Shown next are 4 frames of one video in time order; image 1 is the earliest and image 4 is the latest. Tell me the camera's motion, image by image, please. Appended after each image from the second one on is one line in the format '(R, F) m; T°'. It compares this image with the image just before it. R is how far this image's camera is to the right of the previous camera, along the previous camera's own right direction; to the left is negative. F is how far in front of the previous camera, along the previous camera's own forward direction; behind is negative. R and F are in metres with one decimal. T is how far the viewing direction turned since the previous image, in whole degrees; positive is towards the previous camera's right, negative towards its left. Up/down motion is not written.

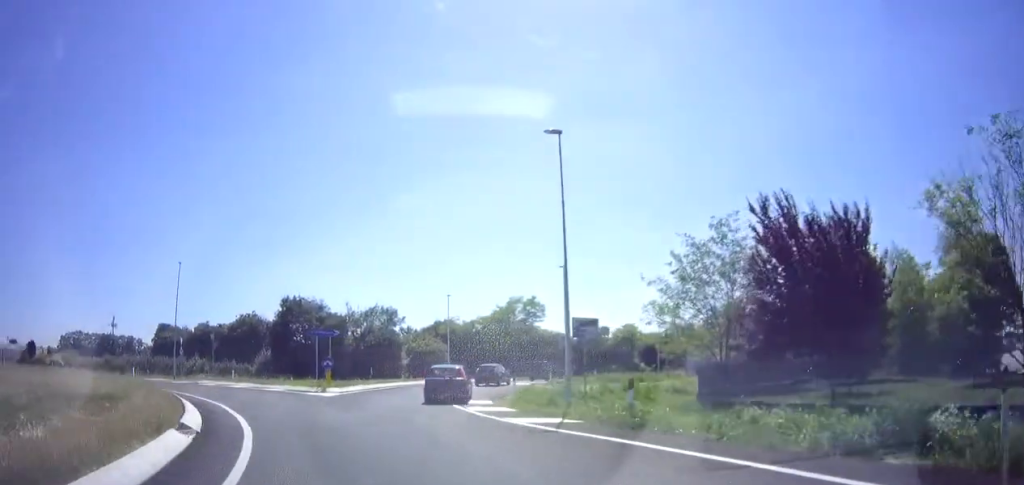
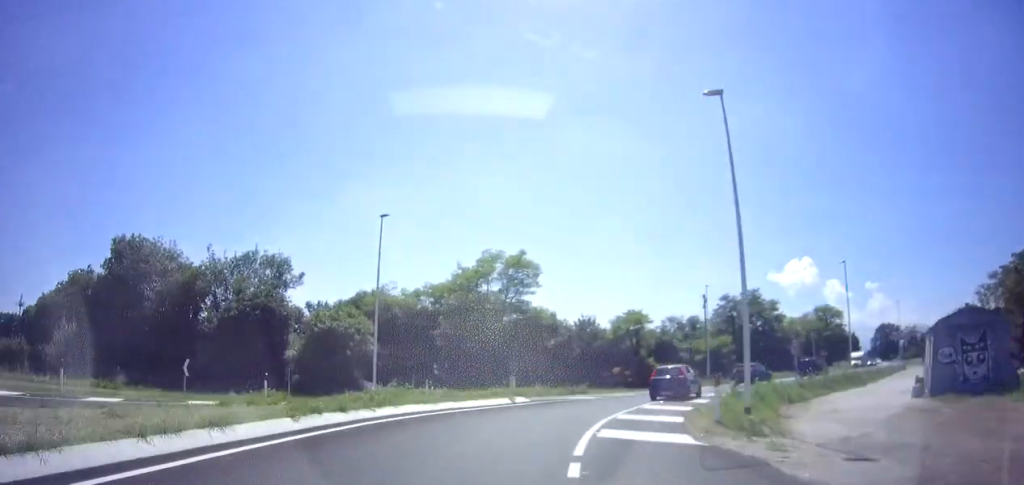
(-1.9, +29.1) m; +7°
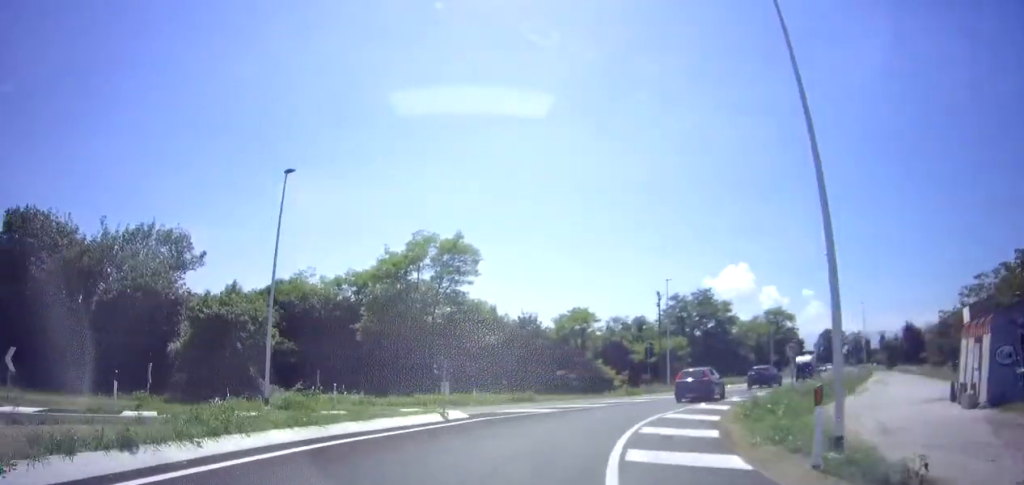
(+0.3, +5.8) m; +8°
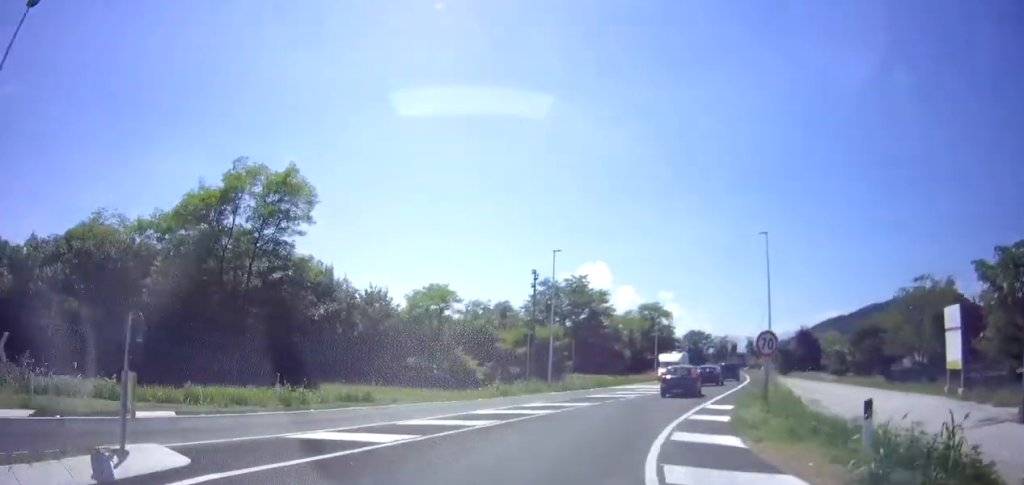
(+0.9, +9.3) m; +14°
